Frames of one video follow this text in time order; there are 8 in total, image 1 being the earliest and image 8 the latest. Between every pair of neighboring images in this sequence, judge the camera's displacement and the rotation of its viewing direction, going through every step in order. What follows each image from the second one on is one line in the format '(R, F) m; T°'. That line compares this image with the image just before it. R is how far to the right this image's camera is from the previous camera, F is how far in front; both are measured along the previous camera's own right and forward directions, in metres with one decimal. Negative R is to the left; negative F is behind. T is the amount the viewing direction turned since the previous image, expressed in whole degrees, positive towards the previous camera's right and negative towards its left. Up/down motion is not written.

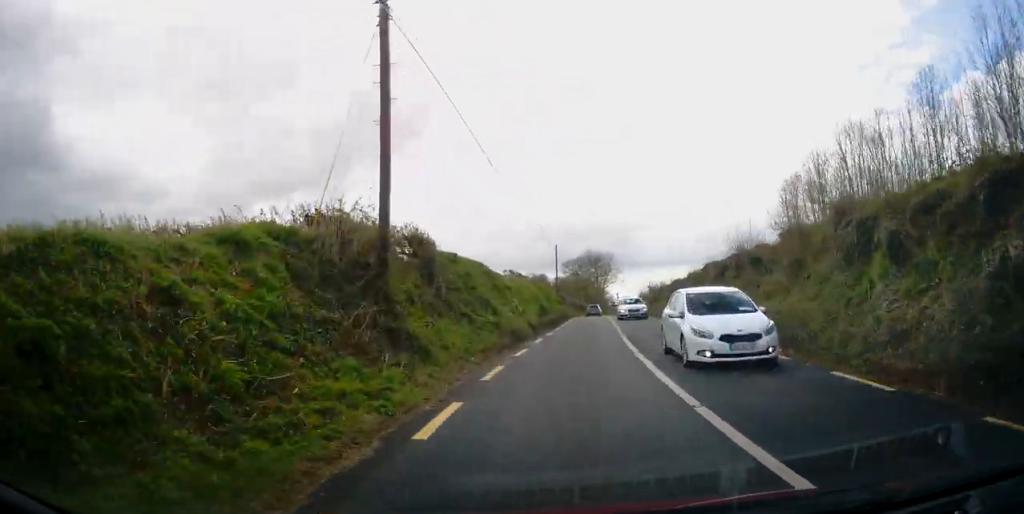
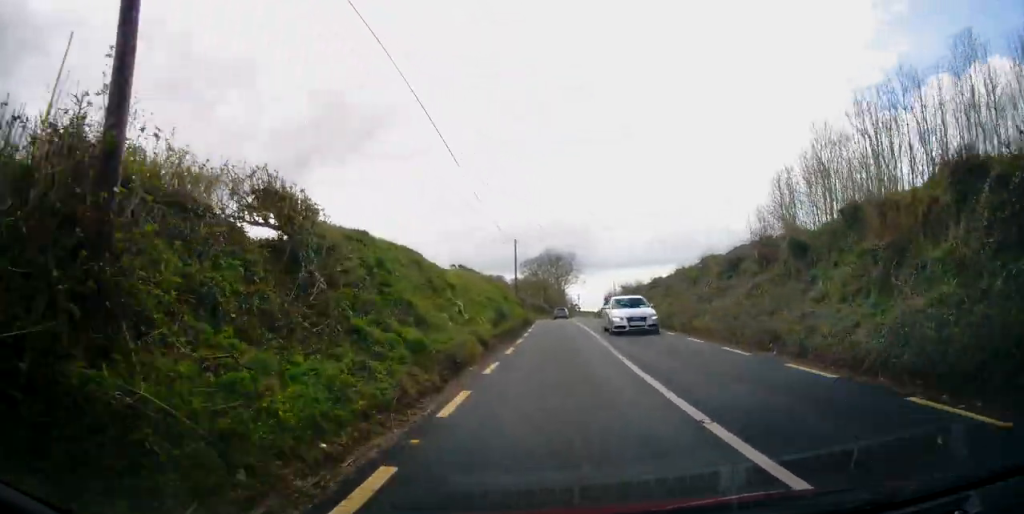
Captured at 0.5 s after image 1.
(+0.4, +6.9) m; +4°
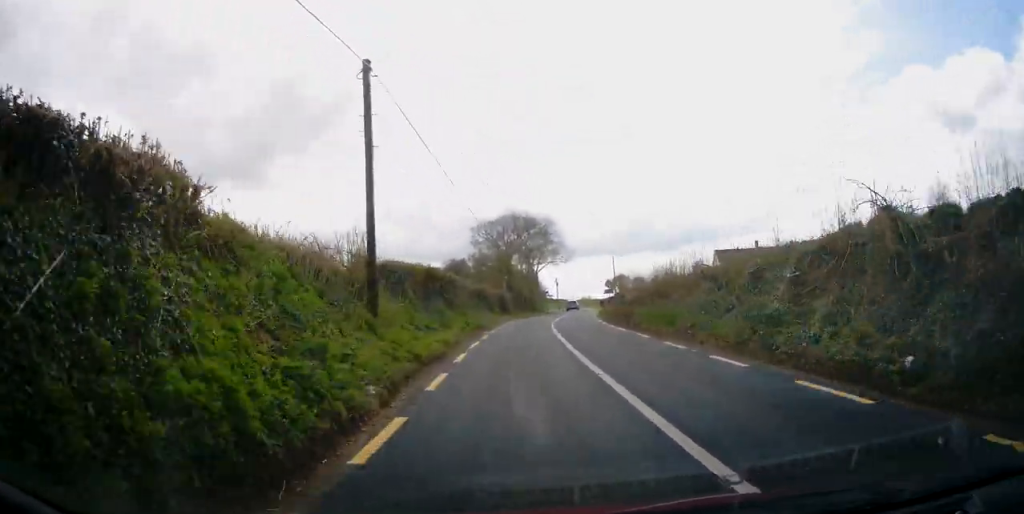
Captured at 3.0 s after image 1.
(+3.1, +38.1) m; +6°
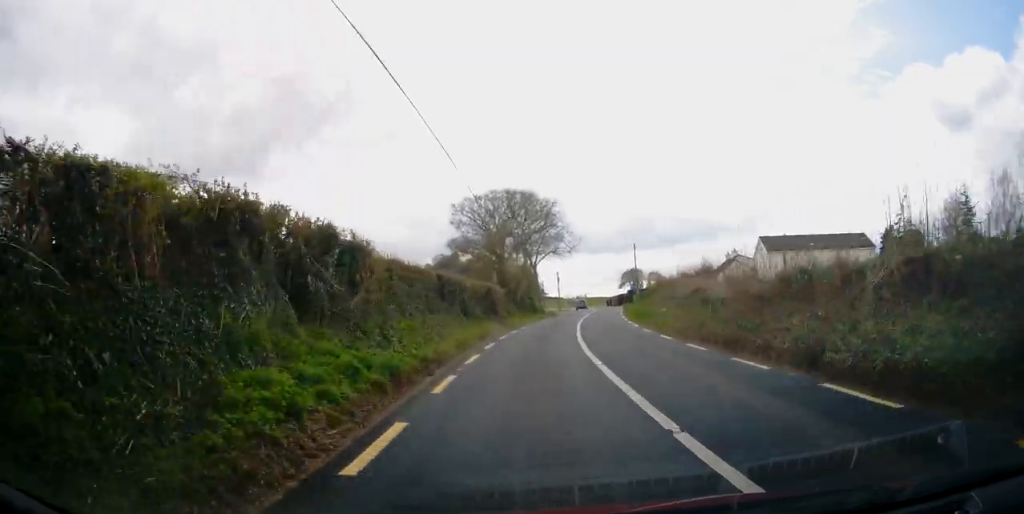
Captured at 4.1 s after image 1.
(+0.2, +16.4) m; 0°
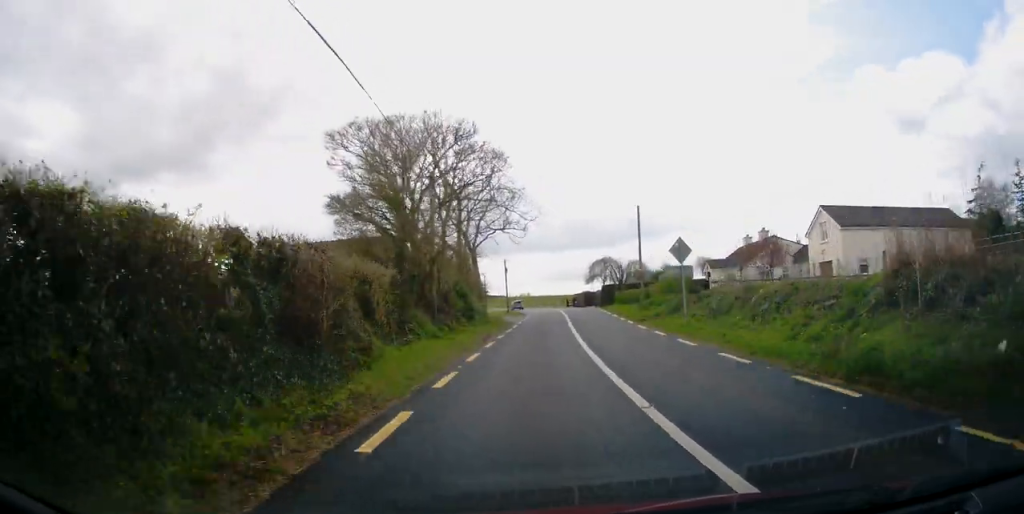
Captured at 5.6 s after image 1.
(+0.2, +23.4) m; +3°
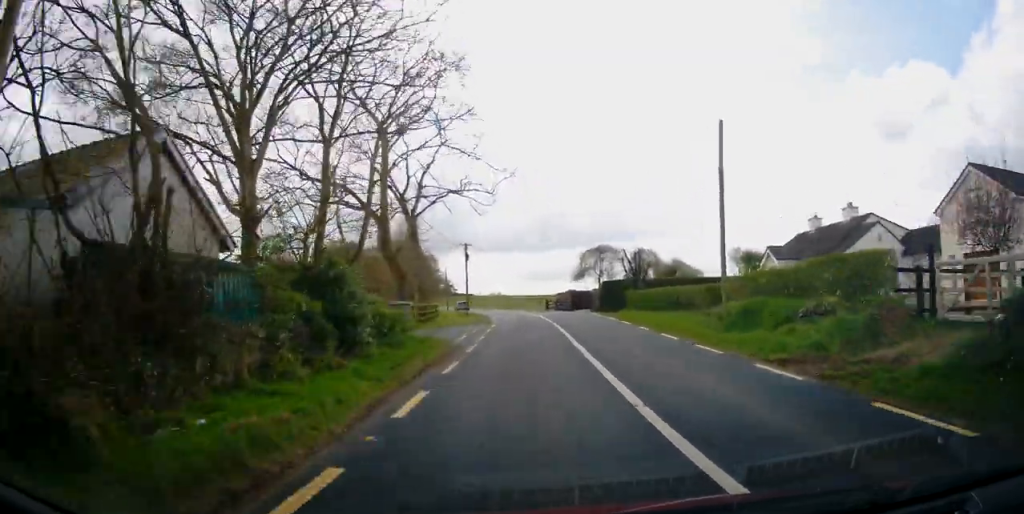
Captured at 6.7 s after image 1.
(+0.4, +18.6) m; +3°
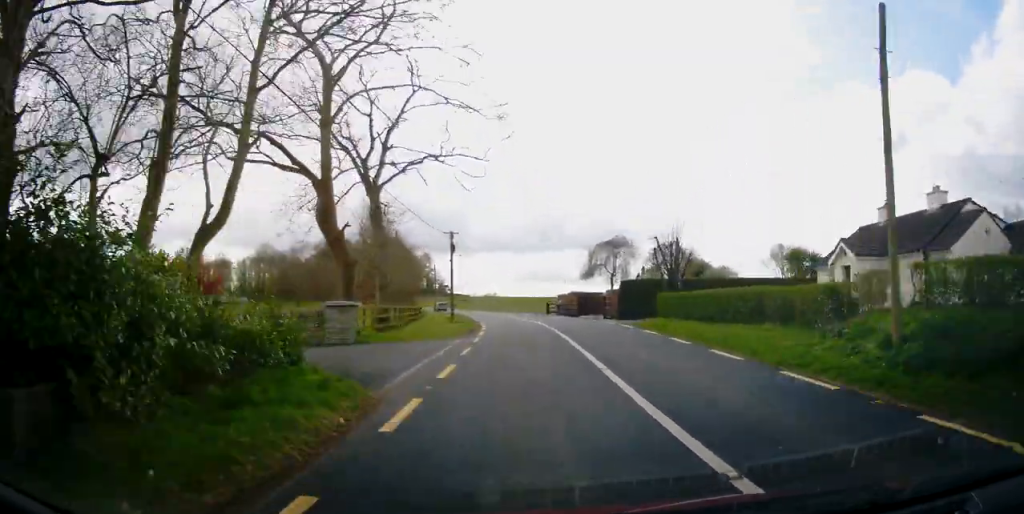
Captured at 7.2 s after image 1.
(+0.3, +8.9) m; 0°
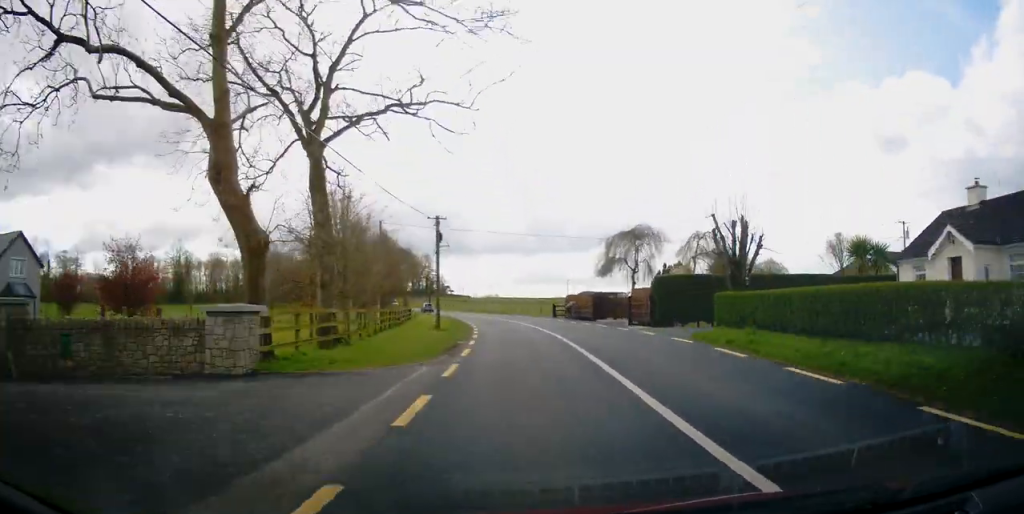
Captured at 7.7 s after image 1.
(+0.2, +7.8) m; 0°
